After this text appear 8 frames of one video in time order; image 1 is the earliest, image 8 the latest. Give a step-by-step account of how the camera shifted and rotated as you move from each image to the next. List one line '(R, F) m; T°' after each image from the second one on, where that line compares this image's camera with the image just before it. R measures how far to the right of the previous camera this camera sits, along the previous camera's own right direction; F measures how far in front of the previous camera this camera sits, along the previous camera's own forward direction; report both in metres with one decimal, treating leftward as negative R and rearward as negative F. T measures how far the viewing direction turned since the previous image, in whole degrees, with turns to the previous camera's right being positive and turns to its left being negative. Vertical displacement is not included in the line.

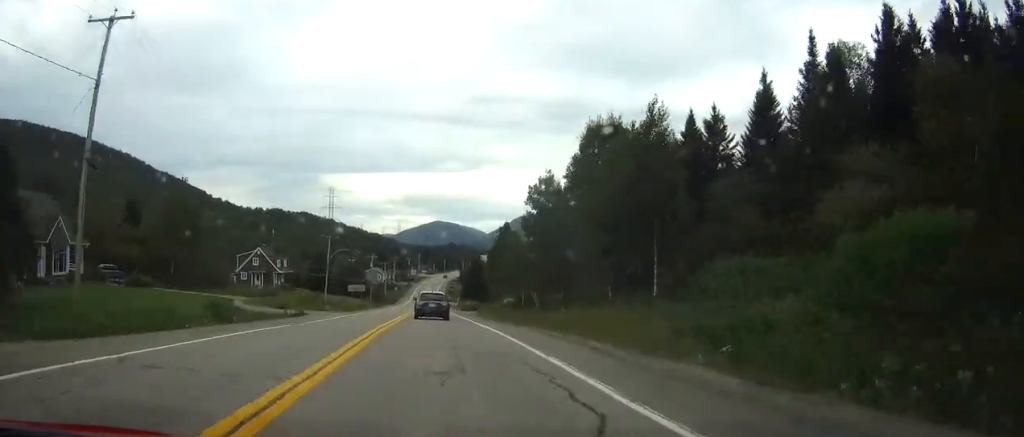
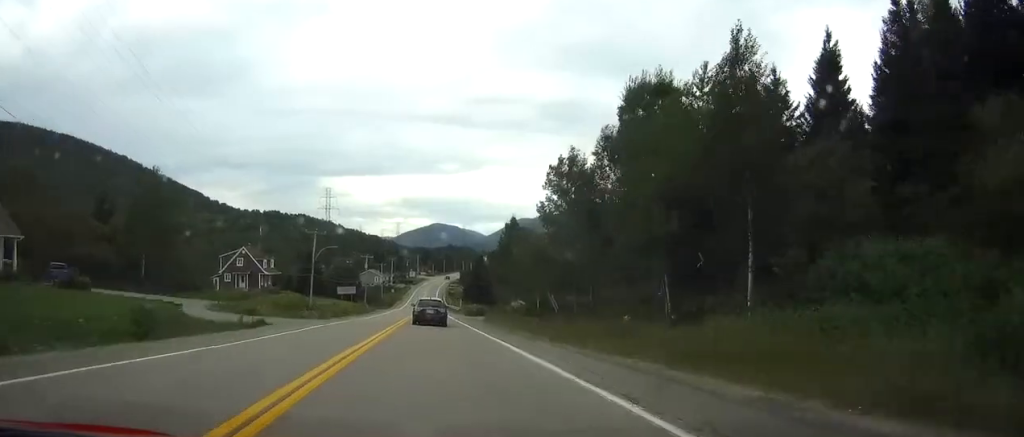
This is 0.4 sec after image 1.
(0.0, +10.3) m; 0°
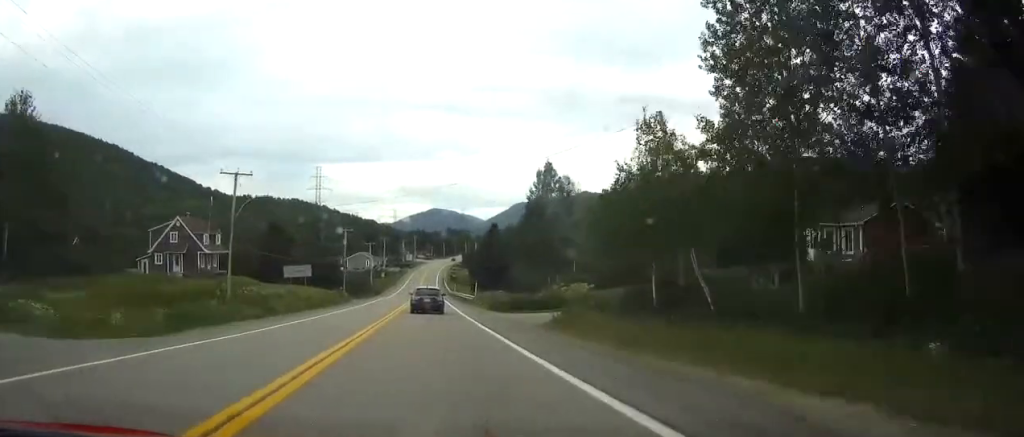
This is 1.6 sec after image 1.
(+0.1, +31.9) m; +1°
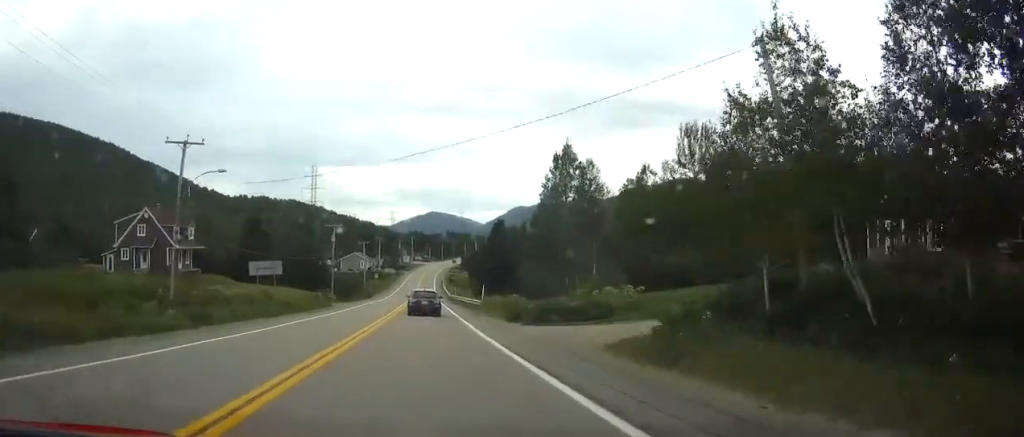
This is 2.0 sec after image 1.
(+0.1, +10.4) m; 0°
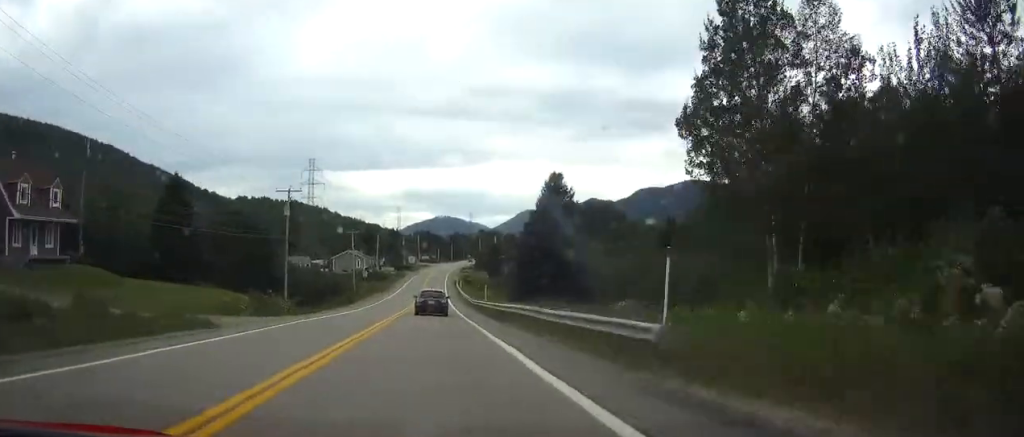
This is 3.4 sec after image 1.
(0.0, +35.0) m; 0°
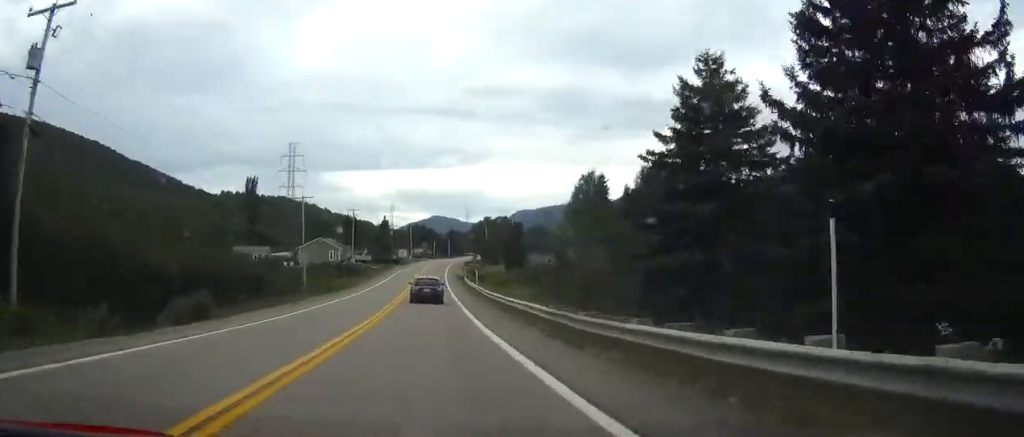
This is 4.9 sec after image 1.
(-0.1, +41.0) m; 0°
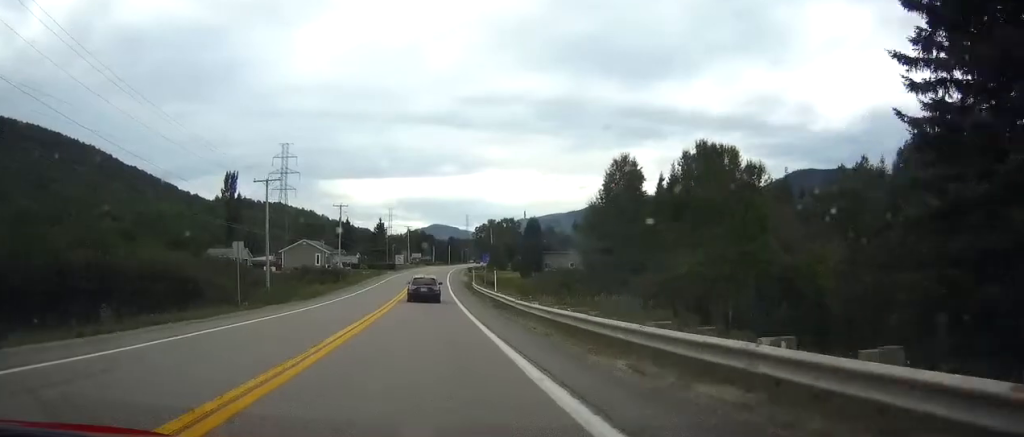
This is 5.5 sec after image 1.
(0.0, +16.2) m; 0°
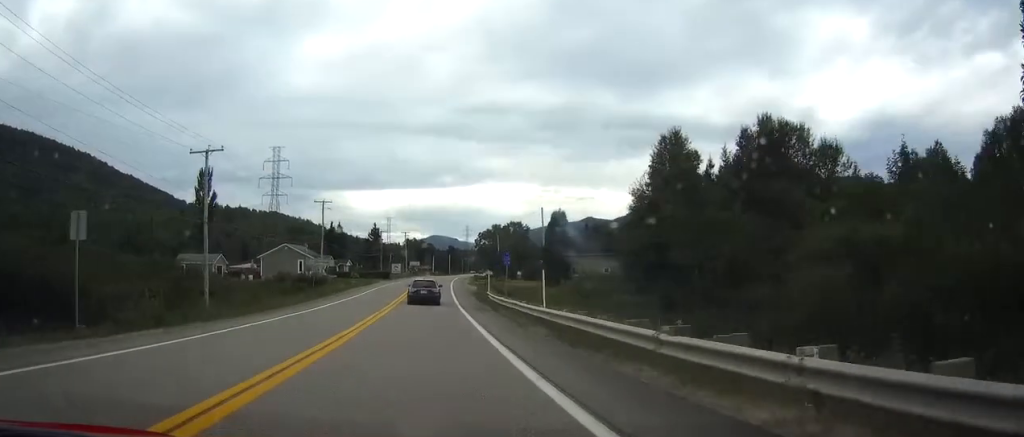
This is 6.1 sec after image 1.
(+0.1, +16.2) m; 0°
